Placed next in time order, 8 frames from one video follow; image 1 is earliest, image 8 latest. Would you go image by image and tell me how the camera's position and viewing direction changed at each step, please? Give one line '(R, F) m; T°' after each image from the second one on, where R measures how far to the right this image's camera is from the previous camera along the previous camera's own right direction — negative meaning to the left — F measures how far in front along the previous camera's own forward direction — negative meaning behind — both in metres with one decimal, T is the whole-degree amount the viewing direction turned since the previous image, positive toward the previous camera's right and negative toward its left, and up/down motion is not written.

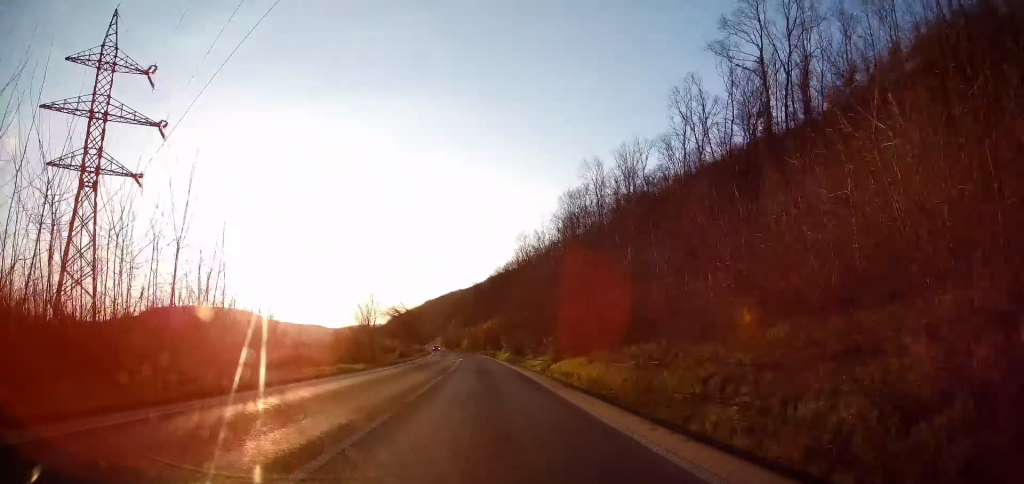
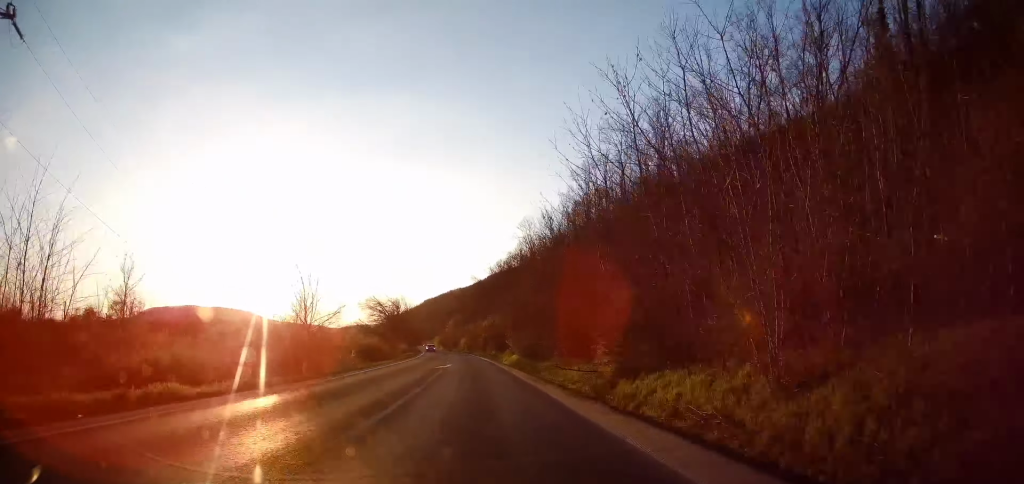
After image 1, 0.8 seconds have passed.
(0.0, +16.9) m; 0°
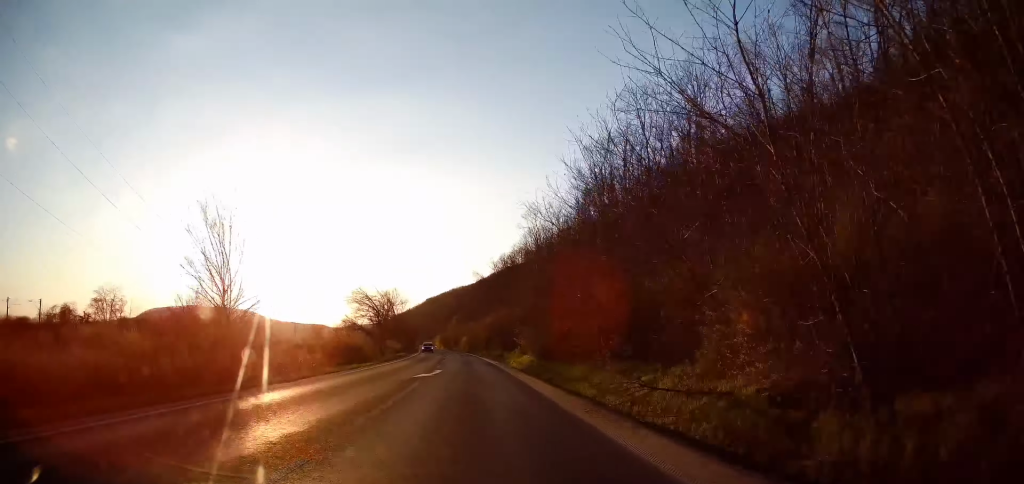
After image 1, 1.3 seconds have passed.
(0.0, +10.2) m; 0°
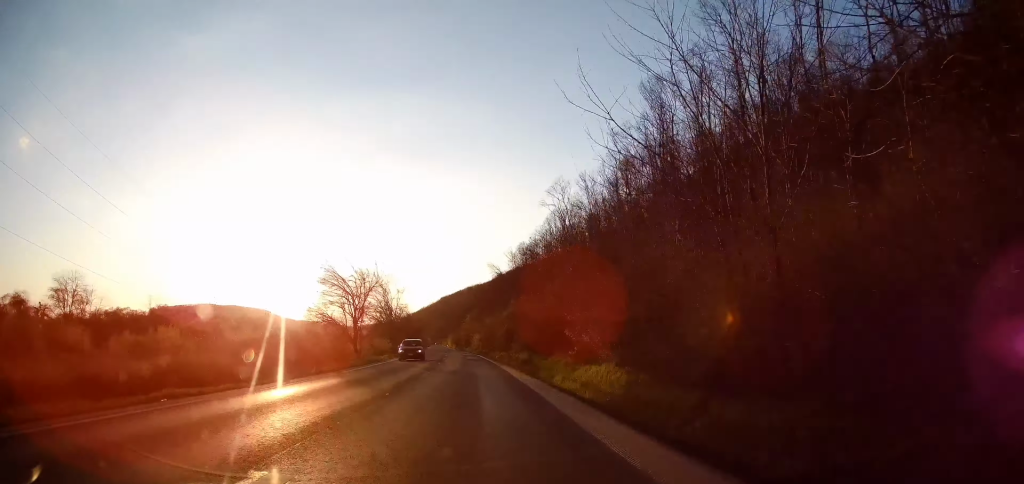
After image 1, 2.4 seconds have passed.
(-0.1, +21.3) m; -1°
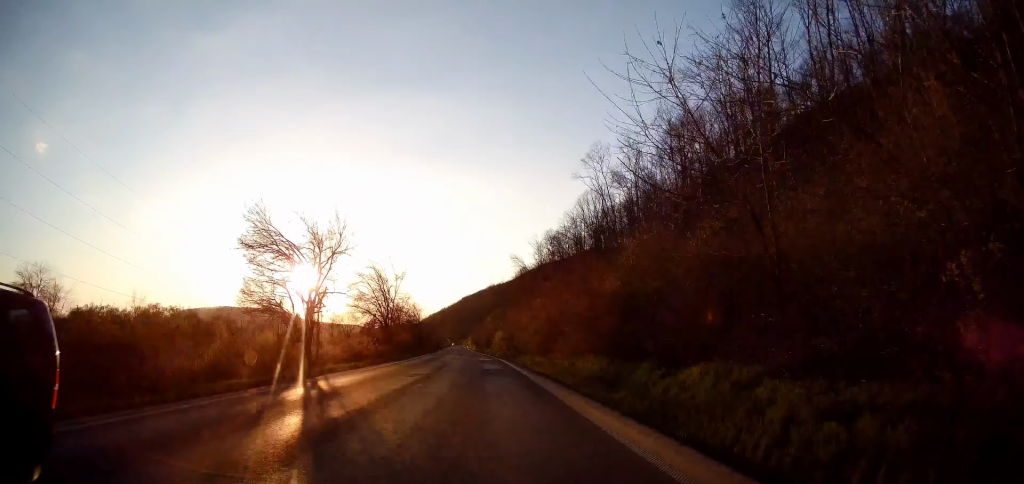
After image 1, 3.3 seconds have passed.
(-0.2, +18.7) m; -2°
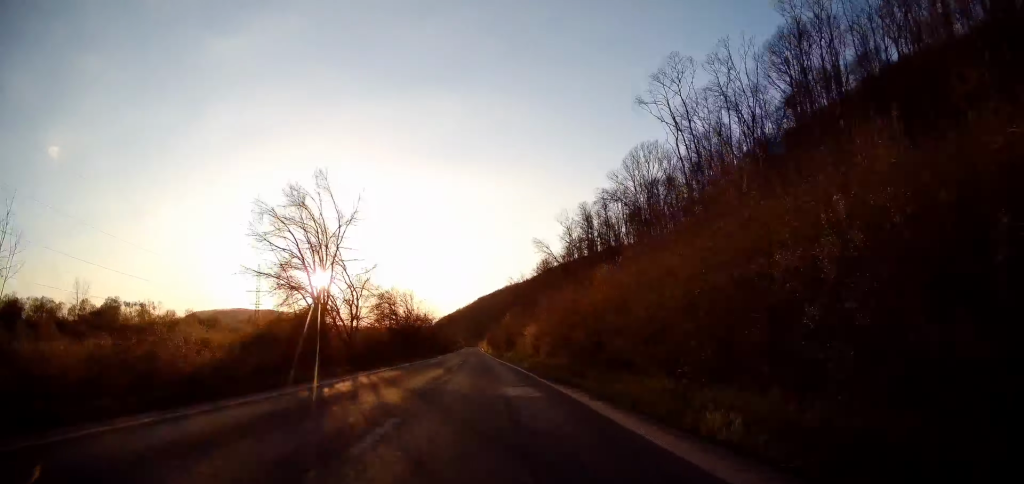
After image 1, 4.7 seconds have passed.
(-1.0, +30.3) m; -3°
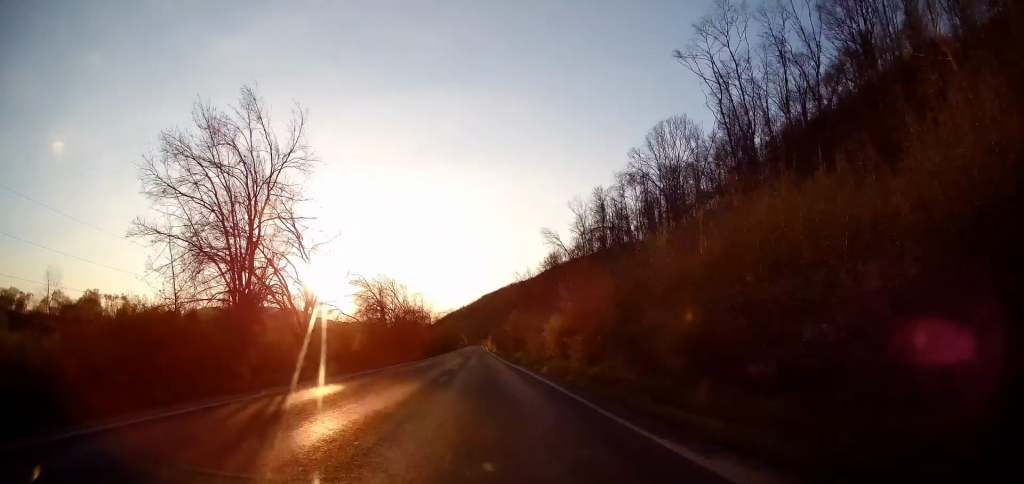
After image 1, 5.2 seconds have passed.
(0.0, +11.3) m; -1°
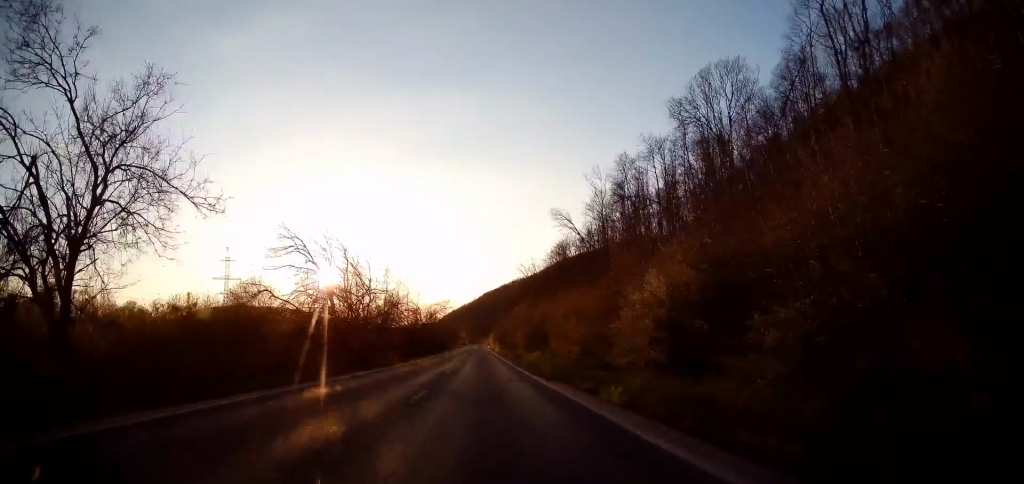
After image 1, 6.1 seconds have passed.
(-0.4, +18.5) m; 0°
